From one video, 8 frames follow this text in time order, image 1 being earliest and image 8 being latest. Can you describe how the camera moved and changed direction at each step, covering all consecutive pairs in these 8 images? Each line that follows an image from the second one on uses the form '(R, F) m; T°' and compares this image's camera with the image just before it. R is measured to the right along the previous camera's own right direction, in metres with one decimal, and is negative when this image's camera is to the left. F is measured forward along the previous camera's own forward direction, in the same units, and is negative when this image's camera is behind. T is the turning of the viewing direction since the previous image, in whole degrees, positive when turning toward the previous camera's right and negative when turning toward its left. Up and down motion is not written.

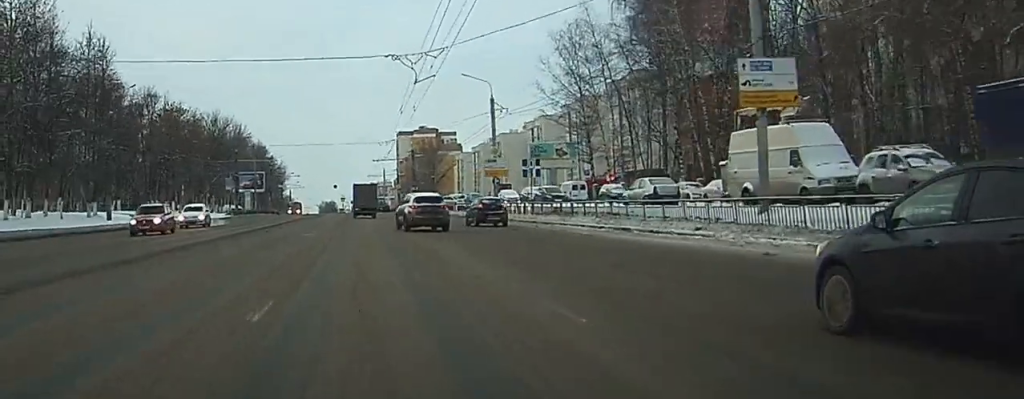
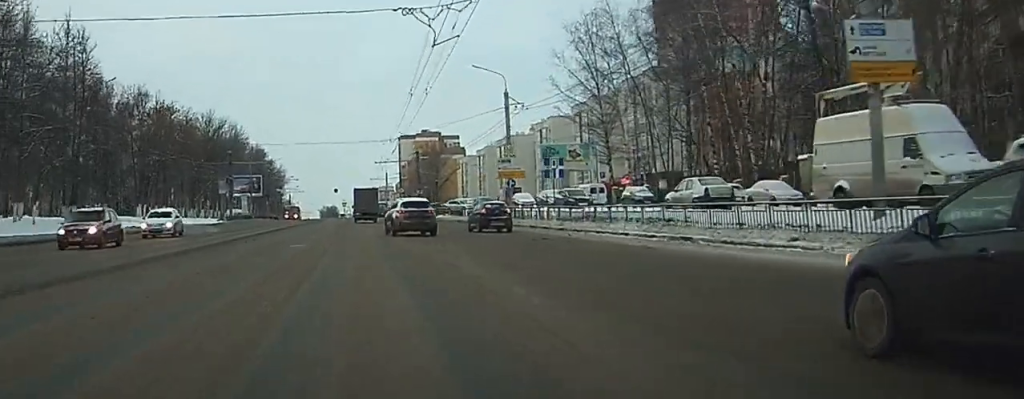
(0.0, +6.4) m; 0°
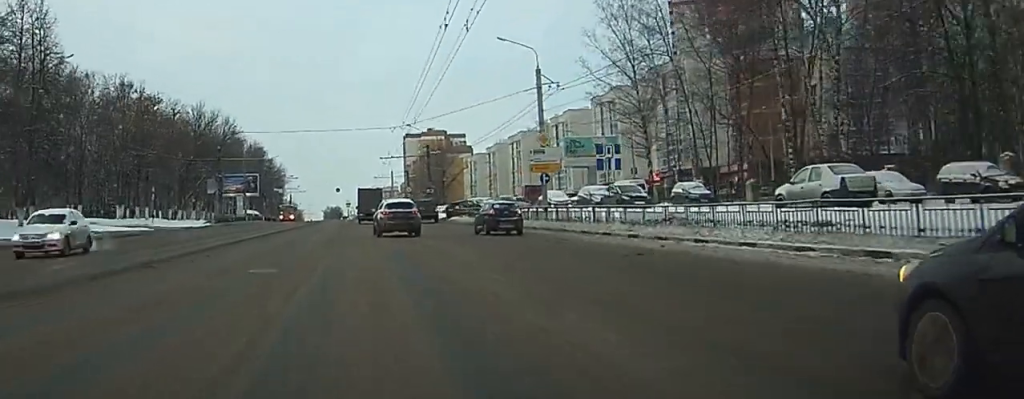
(0.0, +10.8) m; 0°
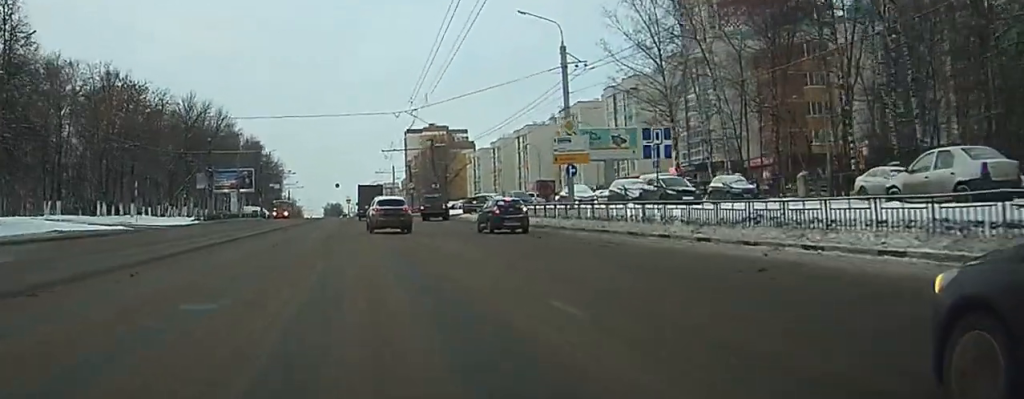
(0.0, +6.8) m; 0°
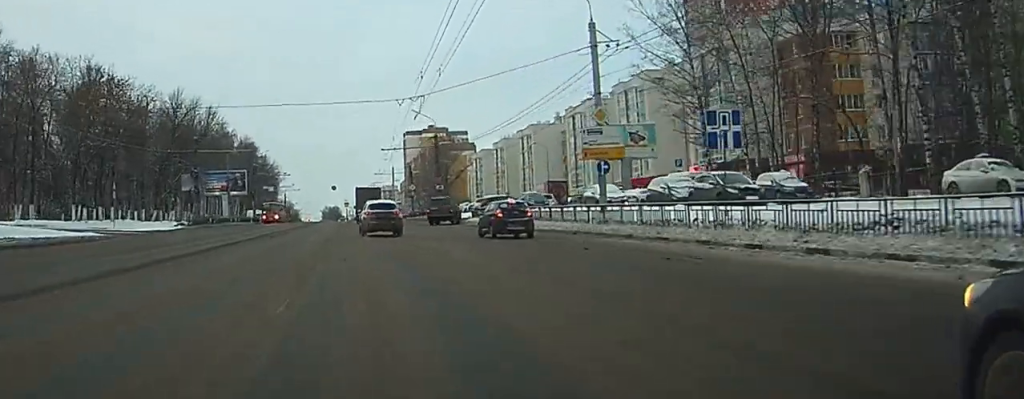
(-0.1, +6.7) m; 0°
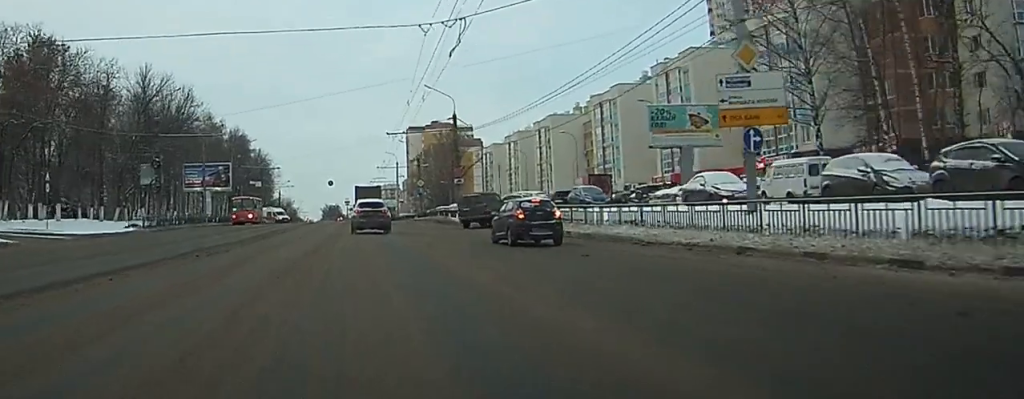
(-0.1, +16.0) m; -1°
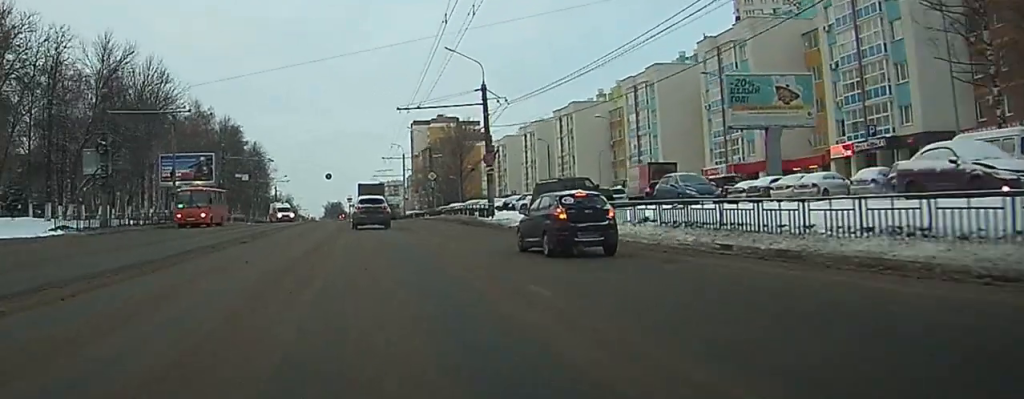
(0.0, +15.1) m; 0°
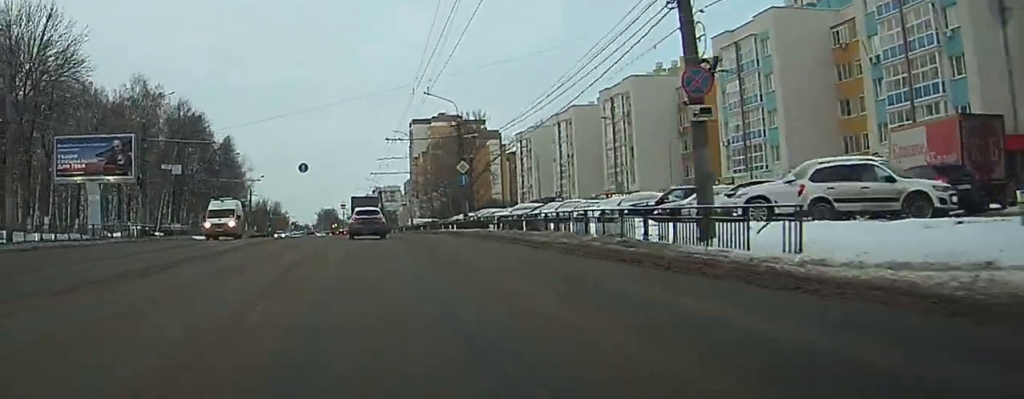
(-0.3, +33.8) m; 0°
